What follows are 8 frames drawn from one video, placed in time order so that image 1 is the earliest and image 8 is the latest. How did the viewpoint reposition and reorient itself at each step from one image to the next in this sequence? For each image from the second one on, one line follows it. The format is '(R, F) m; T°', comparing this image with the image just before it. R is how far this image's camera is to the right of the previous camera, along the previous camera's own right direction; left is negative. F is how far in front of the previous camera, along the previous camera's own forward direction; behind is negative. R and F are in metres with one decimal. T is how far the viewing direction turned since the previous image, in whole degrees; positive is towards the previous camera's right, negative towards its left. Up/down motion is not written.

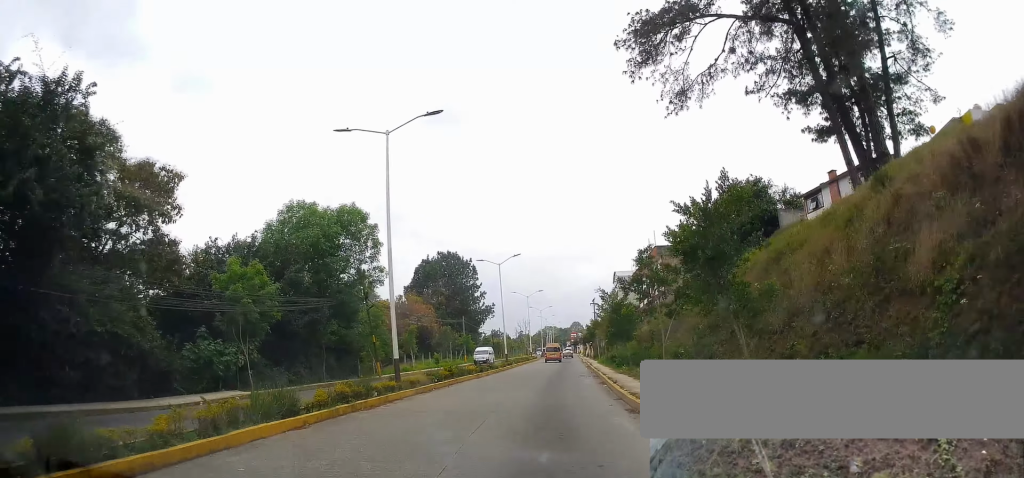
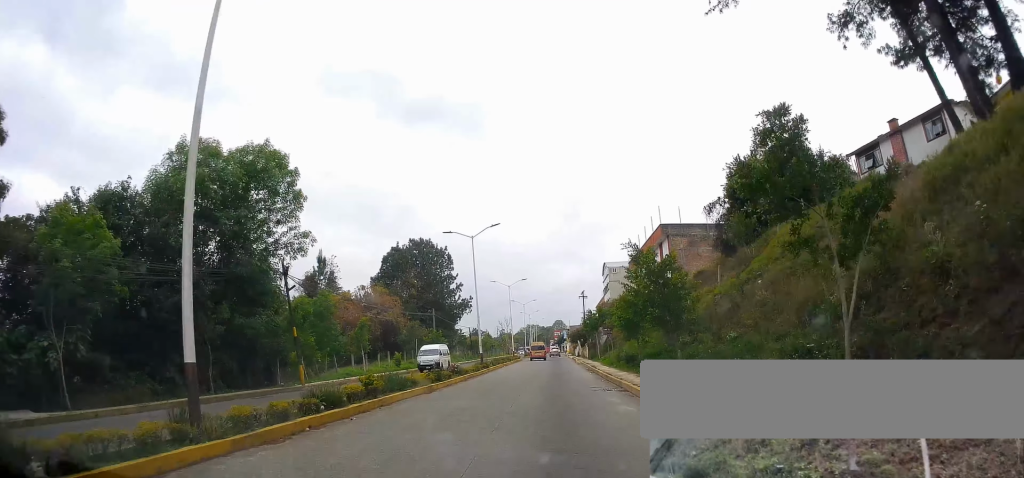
(+0.8, +11.5) m; +7°
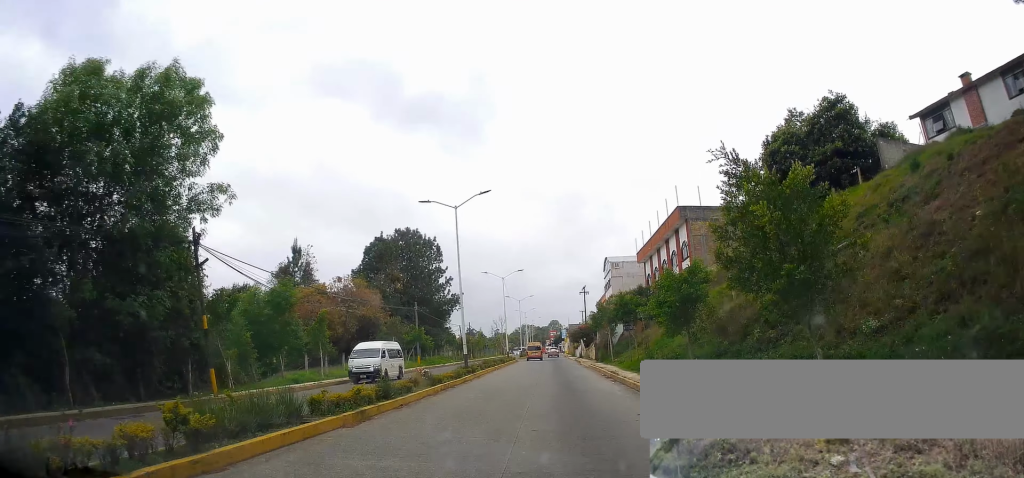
(+0.6, +8.9) m; +1°
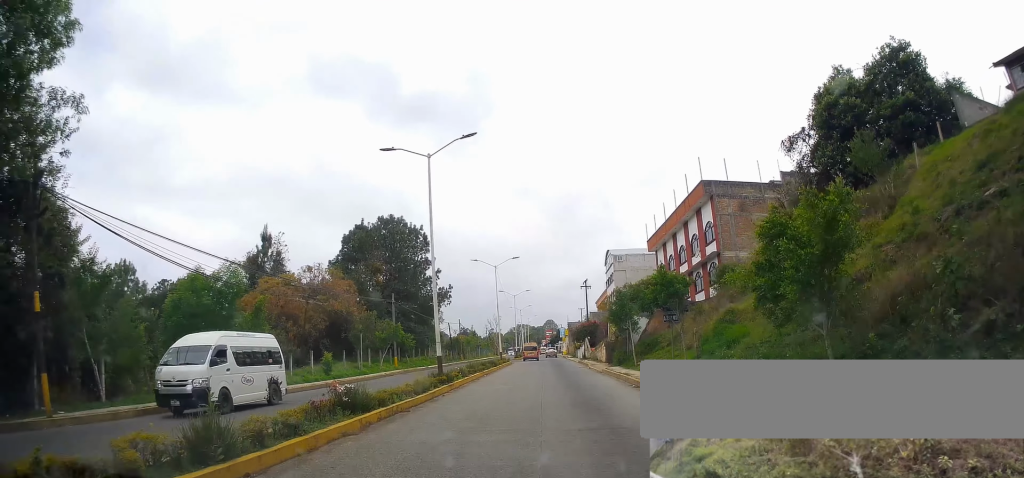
(0.0, +8.8) m; 0°
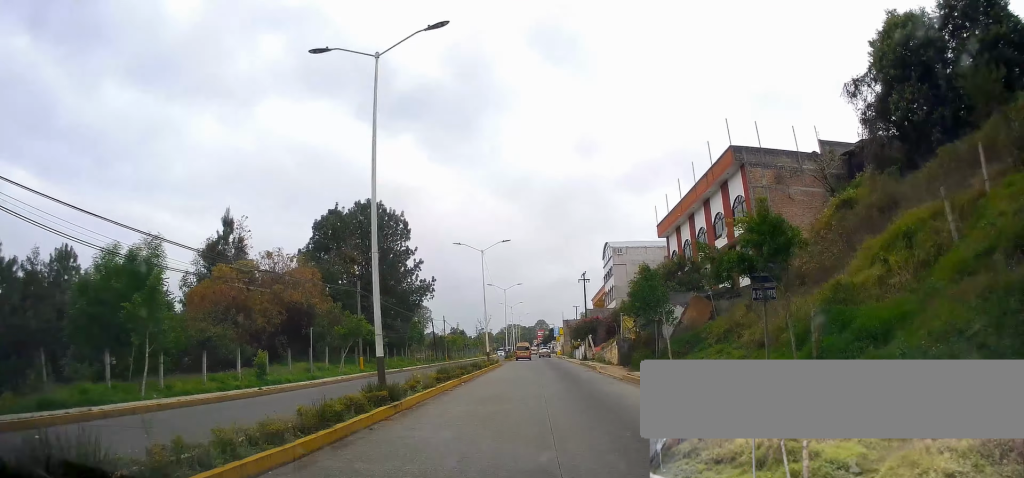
(-0.2, +8.3) m; 0°
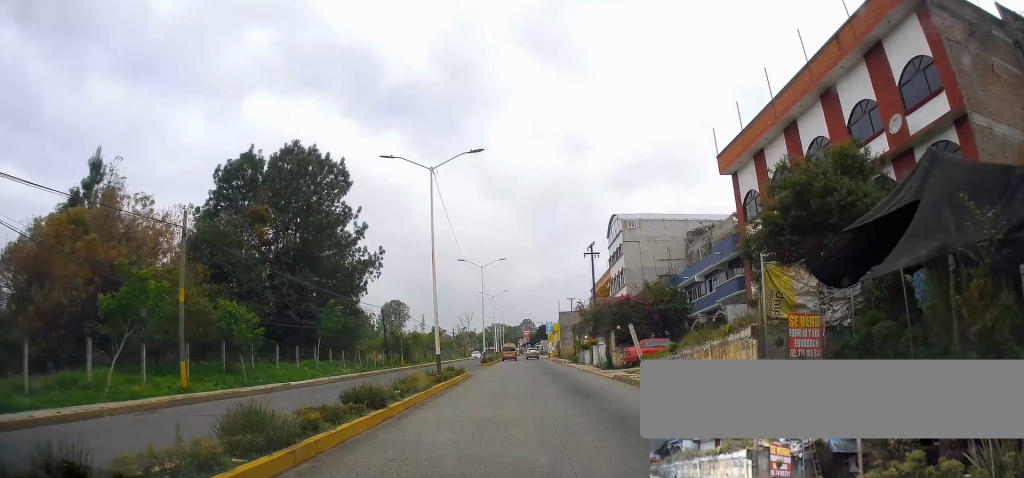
(+1.2, +22.2) m; +3°
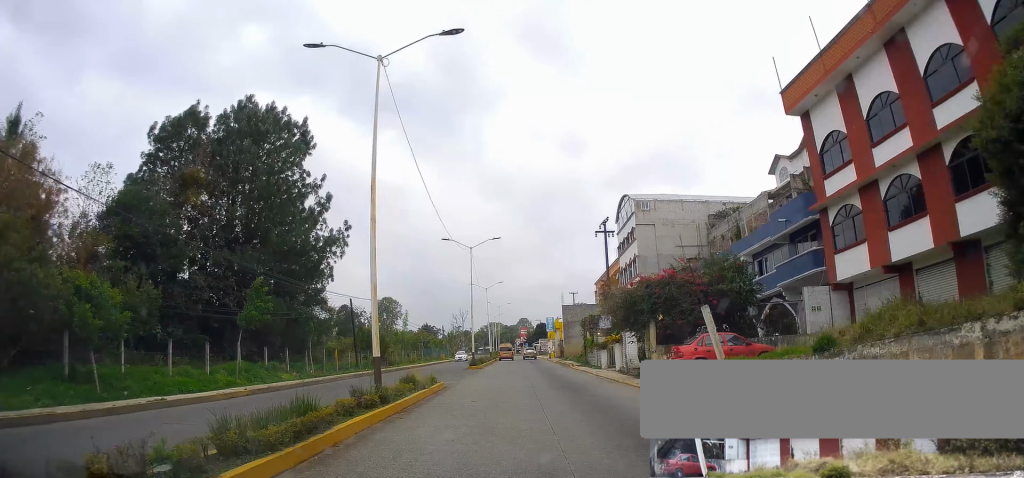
(-0.1, +9.9) m; -1°
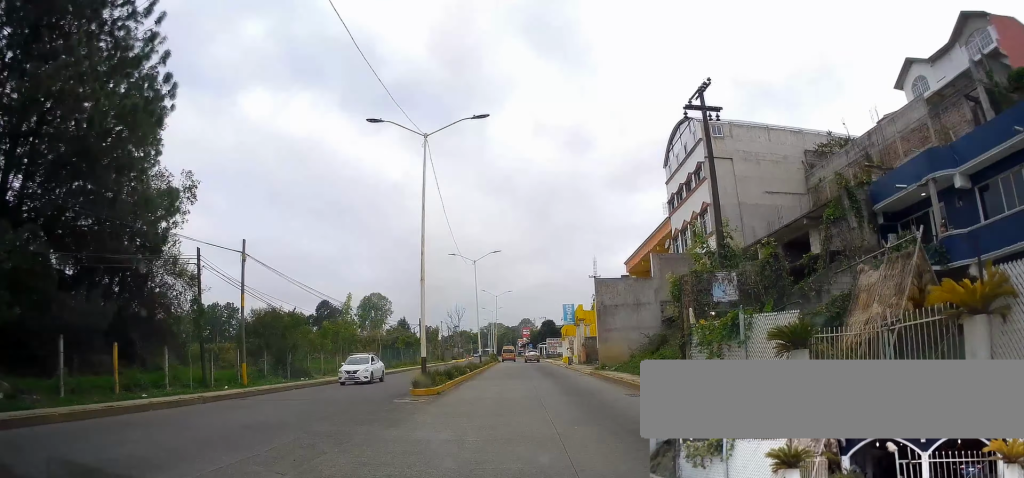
(-0.4, +25.1) m; -1°
